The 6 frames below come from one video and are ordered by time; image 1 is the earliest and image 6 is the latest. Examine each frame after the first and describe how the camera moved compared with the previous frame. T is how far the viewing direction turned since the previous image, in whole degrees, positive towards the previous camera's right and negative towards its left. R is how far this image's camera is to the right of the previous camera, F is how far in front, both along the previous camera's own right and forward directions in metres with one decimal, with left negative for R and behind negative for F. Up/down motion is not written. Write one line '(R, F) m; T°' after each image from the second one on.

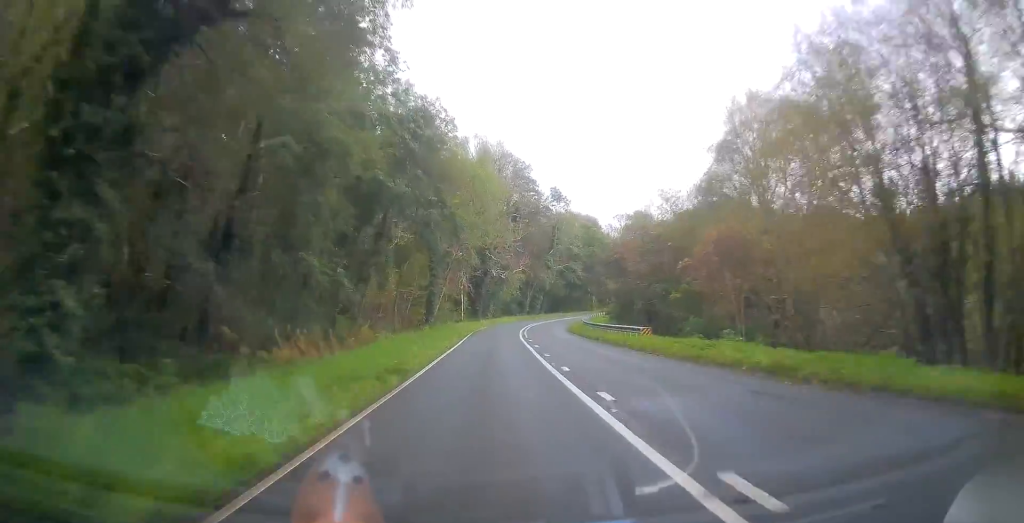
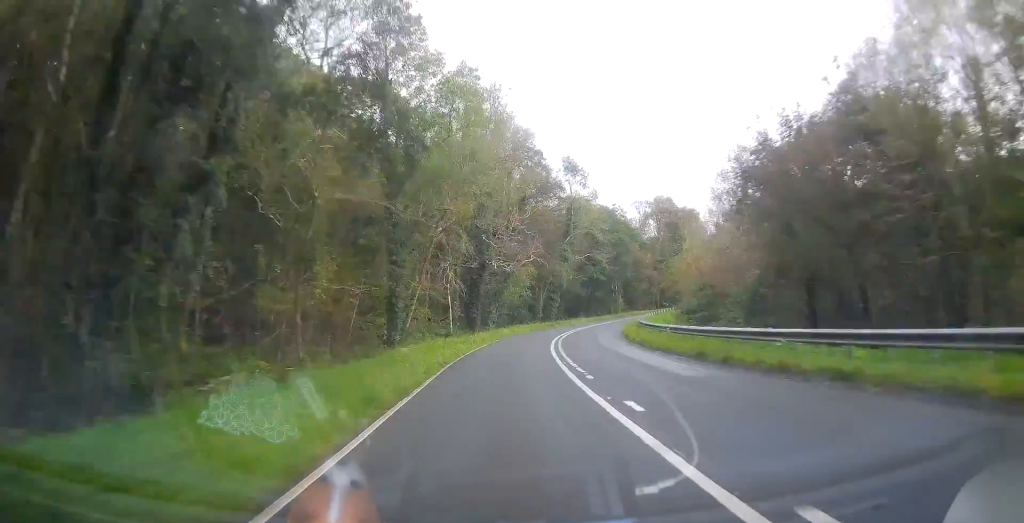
(+0.1, +24.7) m; +1°
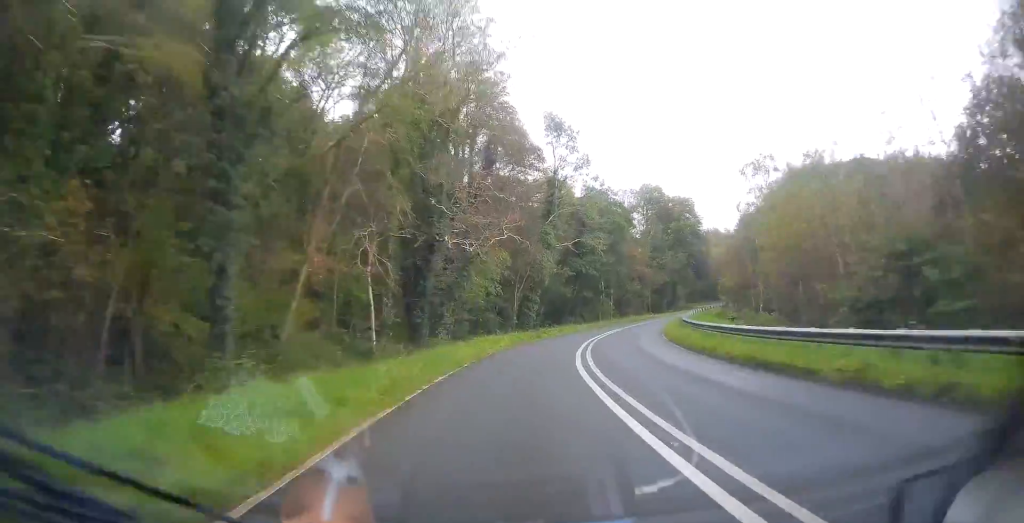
(+0.4, +21.9) m; +4°
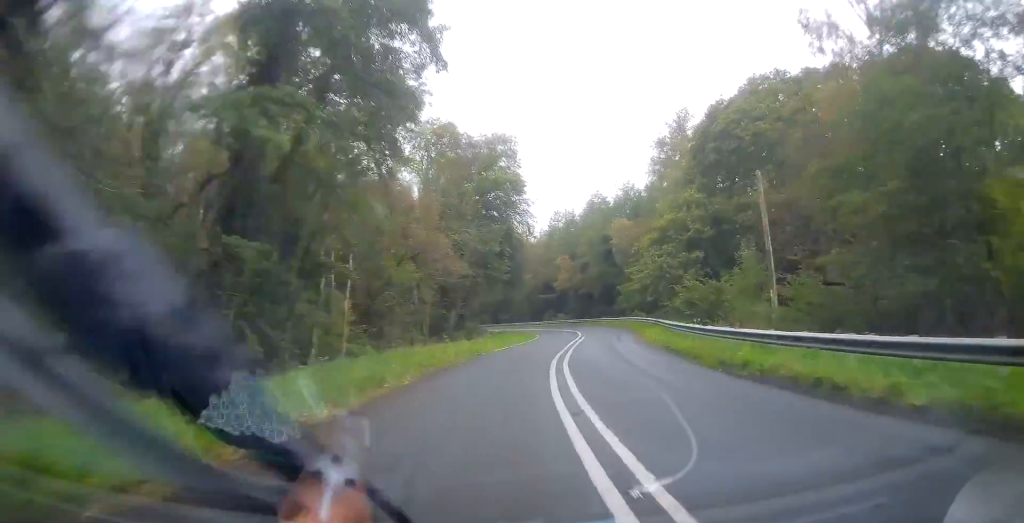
(+11.1, +54.6) m; +22°
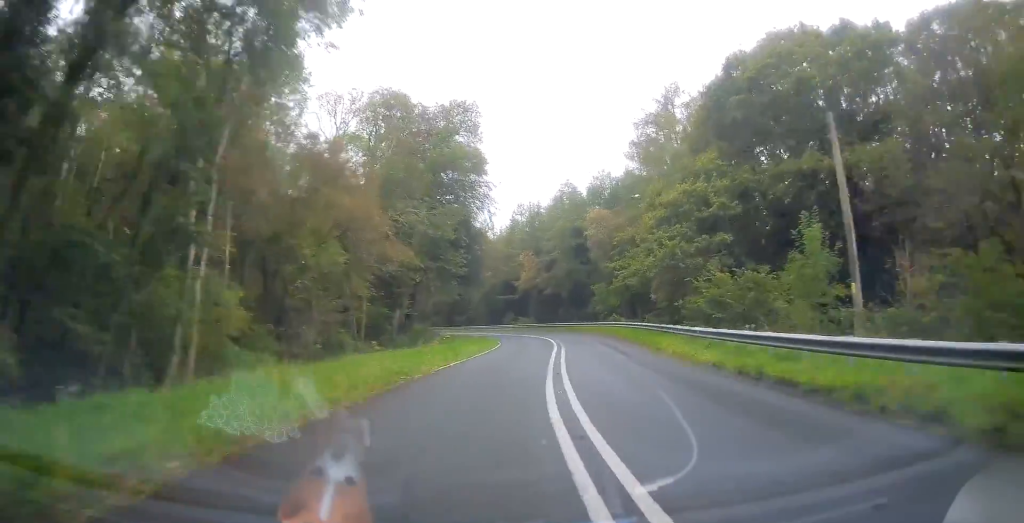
(-0.1, +10.8) m; +3°
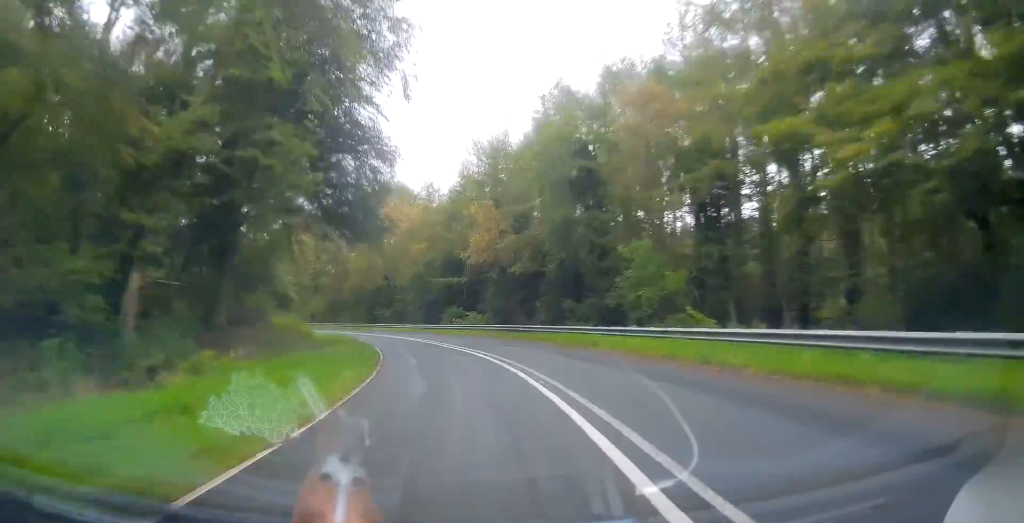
(+2.2, +35.1) m; +2°
